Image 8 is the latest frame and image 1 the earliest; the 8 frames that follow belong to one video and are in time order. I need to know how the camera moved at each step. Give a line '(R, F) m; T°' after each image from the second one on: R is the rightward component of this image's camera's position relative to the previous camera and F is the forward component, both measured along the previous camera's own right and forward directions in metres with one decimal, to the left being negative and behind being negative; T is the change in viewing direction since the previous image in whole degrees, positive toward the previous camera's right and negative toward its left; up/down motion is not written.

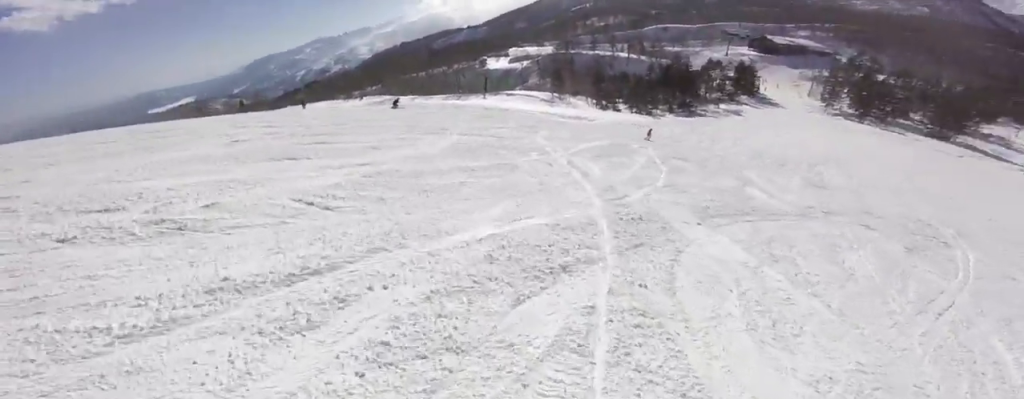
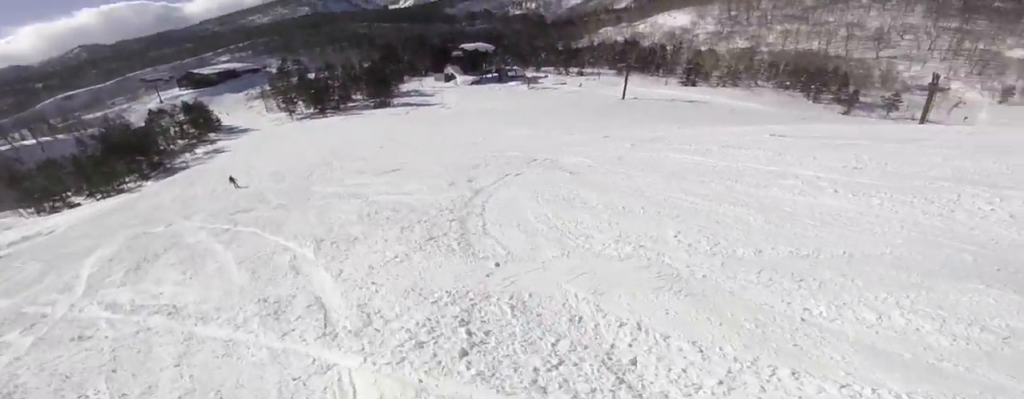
(-0.1, +3.2) m; +4°
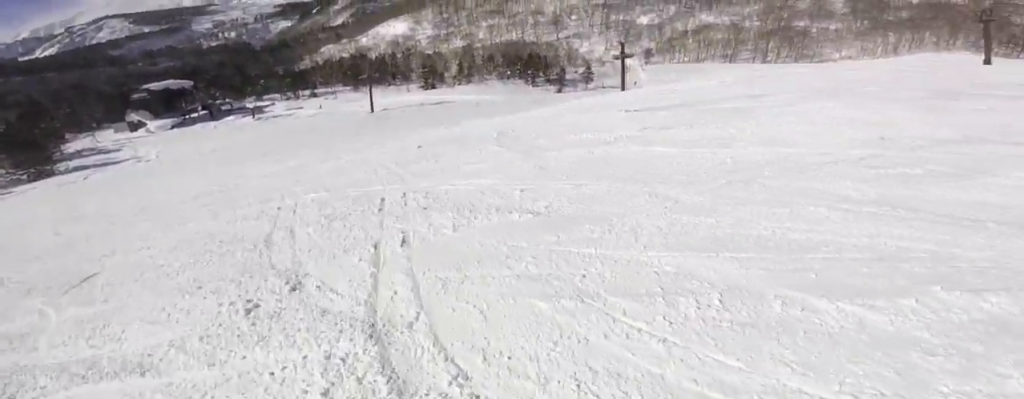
(+0.3, +2.8) m; +15°
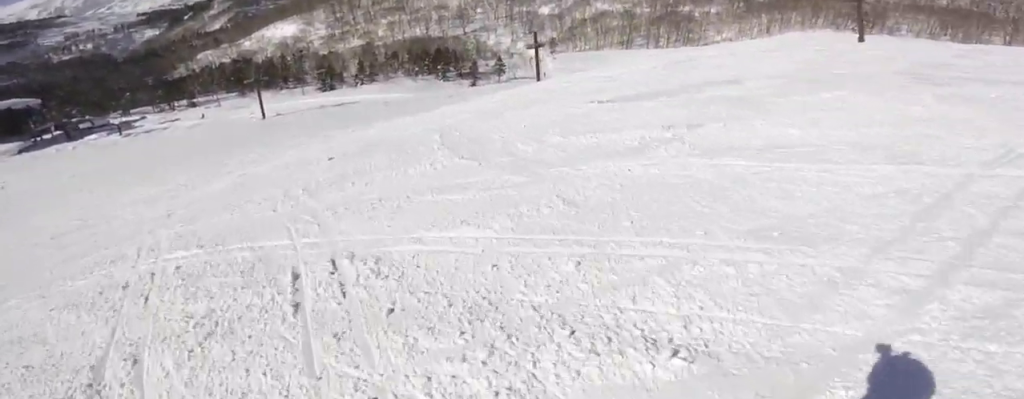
(+0.1, +1.7) m; +9°
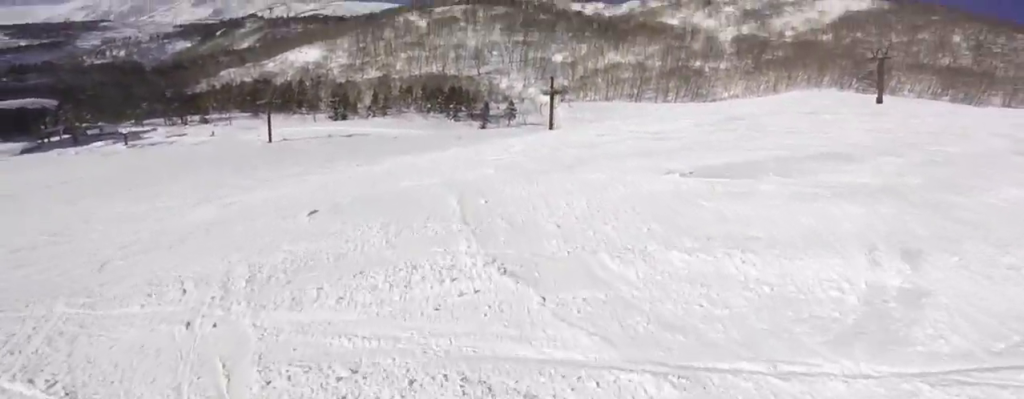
(+0.2, +2.4) m; +11°
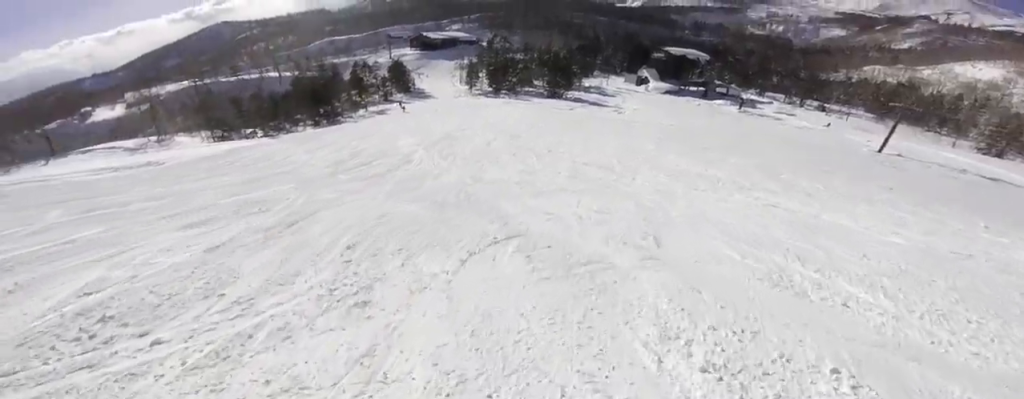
(+1.8, +9.6) m; +15°
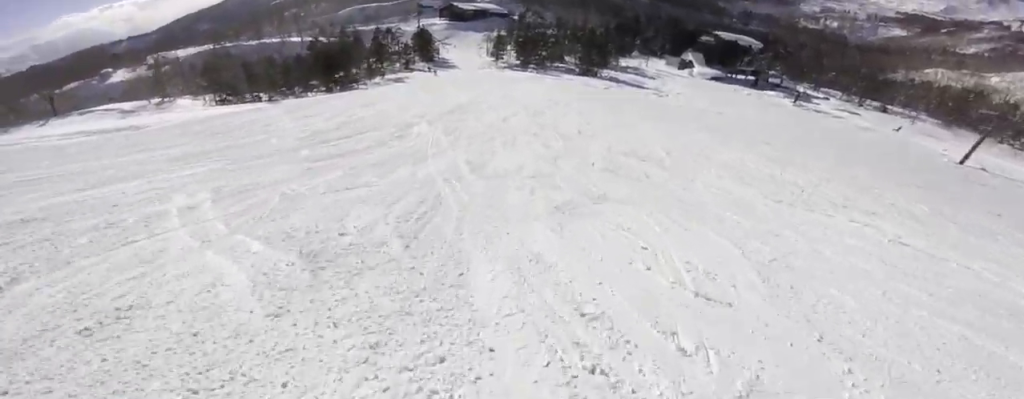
(+0.1, +6.3) m; -1°
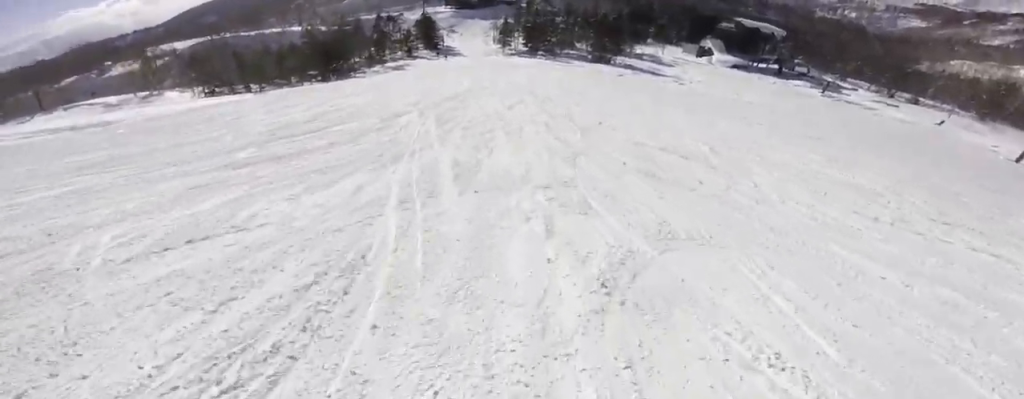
(0.0, +4.0) m; -2°
